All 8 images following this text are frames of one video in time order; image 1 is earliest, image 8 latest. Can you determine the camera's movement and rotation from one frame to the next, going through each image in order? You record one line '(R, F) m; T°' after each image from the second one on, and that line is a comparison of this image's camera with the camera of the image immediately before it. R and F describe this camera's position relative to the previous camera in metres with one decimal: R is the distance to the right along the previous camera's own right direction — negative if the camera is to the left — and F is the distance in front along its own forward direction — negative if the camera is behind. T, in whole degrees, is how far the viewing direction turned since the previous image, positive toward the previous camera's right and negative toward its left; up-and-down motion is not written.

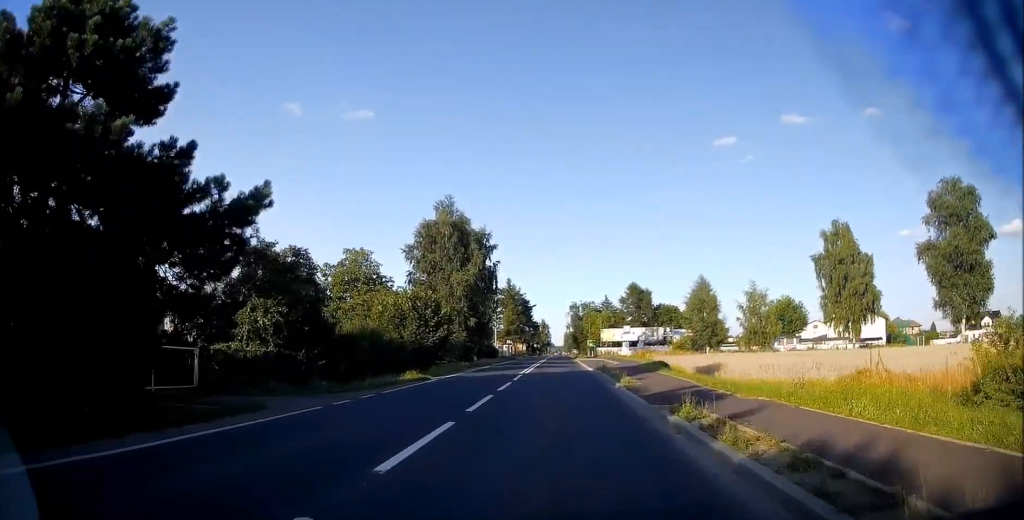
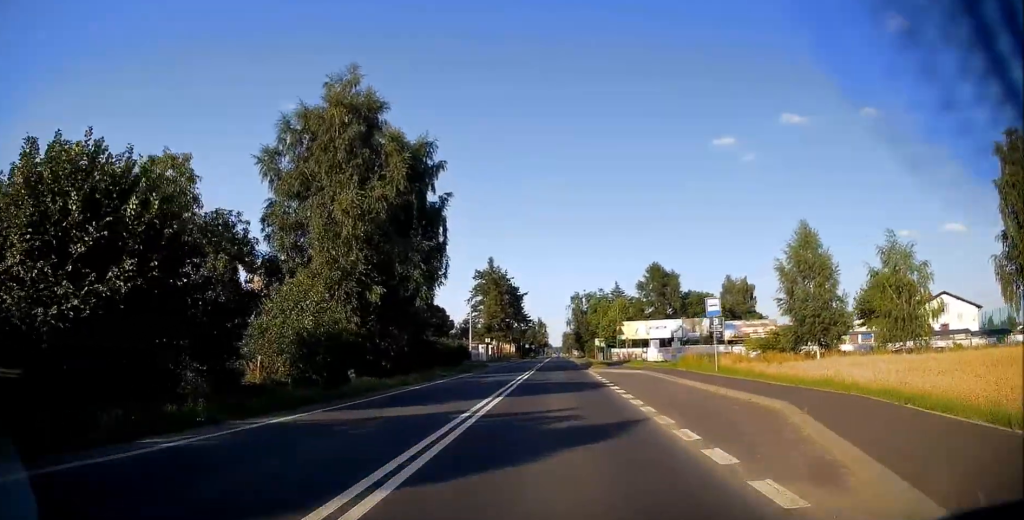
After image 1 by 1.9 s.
(-0.1, +31.1) m; -1°
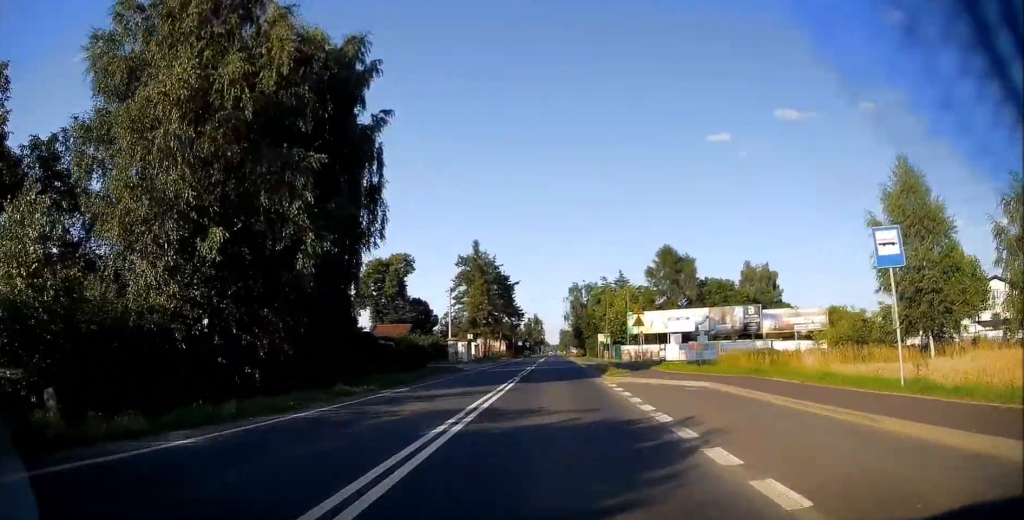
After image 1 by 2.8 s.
(+0.2, +14.0) m; +1°
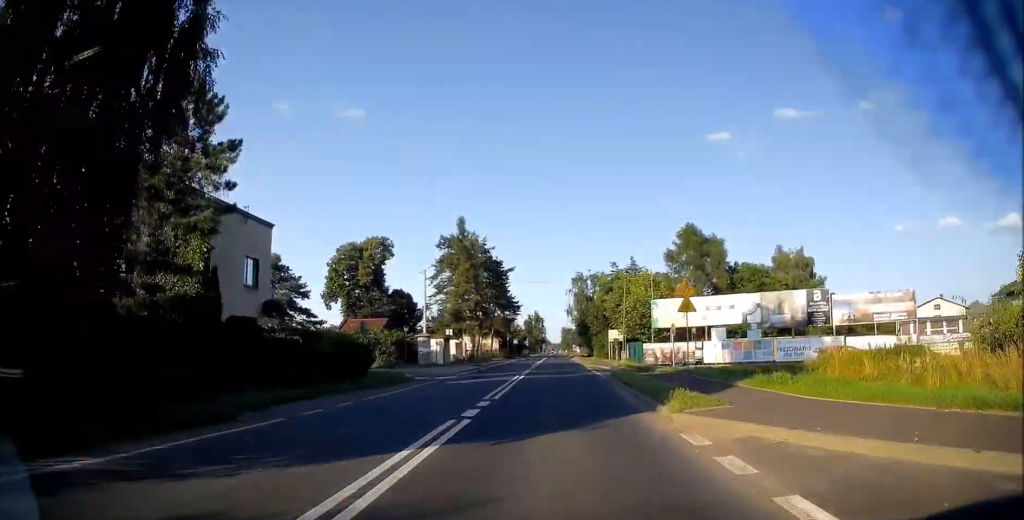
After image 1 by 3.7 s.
(+0.1, +14.5) m; 0°
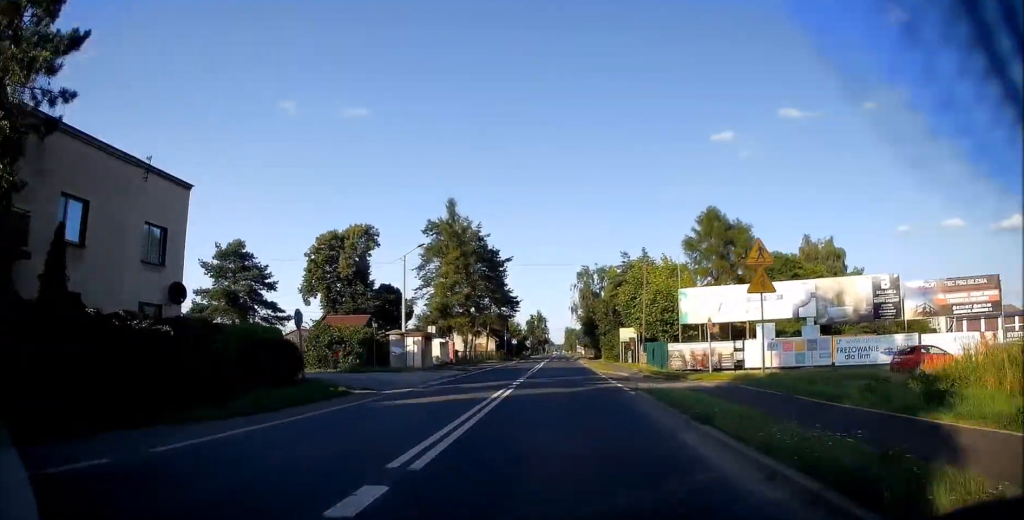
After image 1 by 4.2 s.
(0.0, +9.1) m; 0°
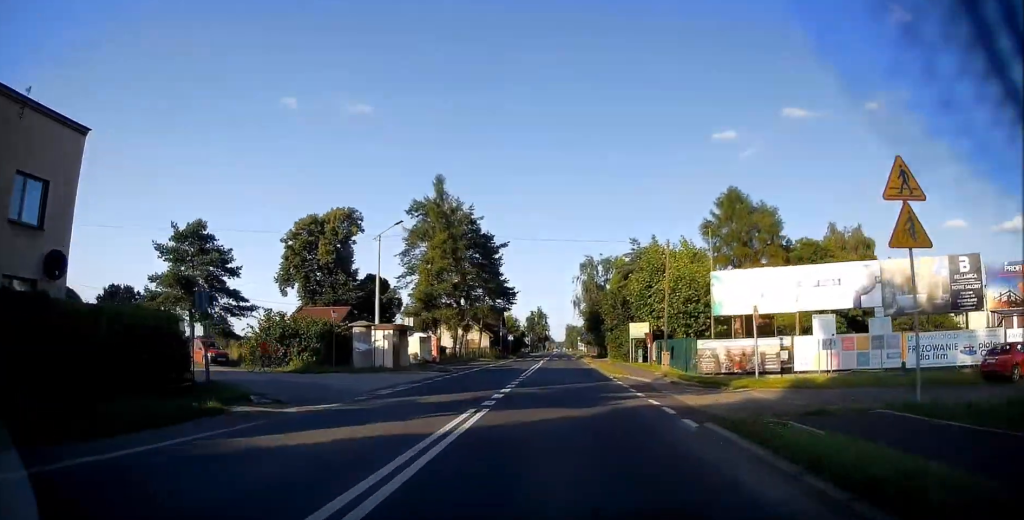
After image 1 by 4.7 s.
(0.0, +7.4) m; 0°
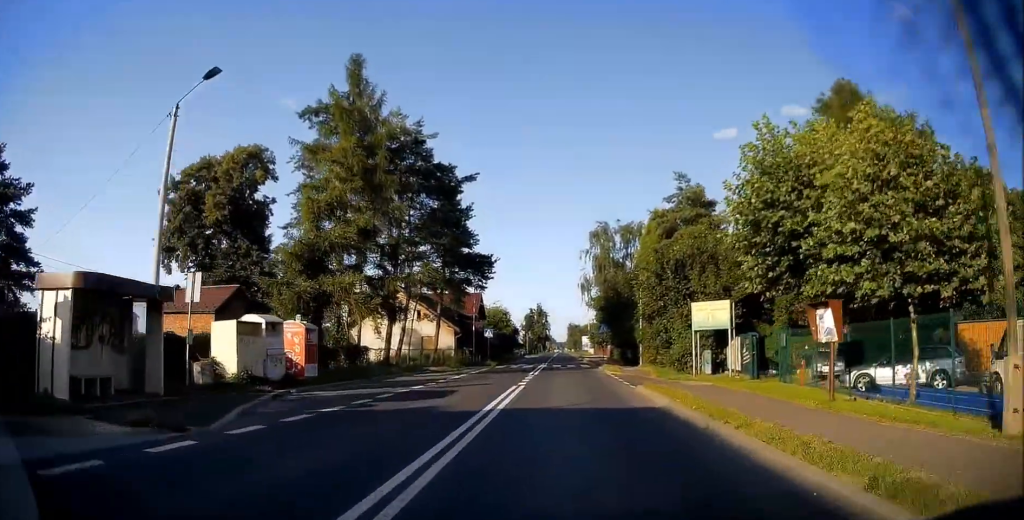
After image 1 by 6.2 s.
(-0.3, +24.3) m; -2°
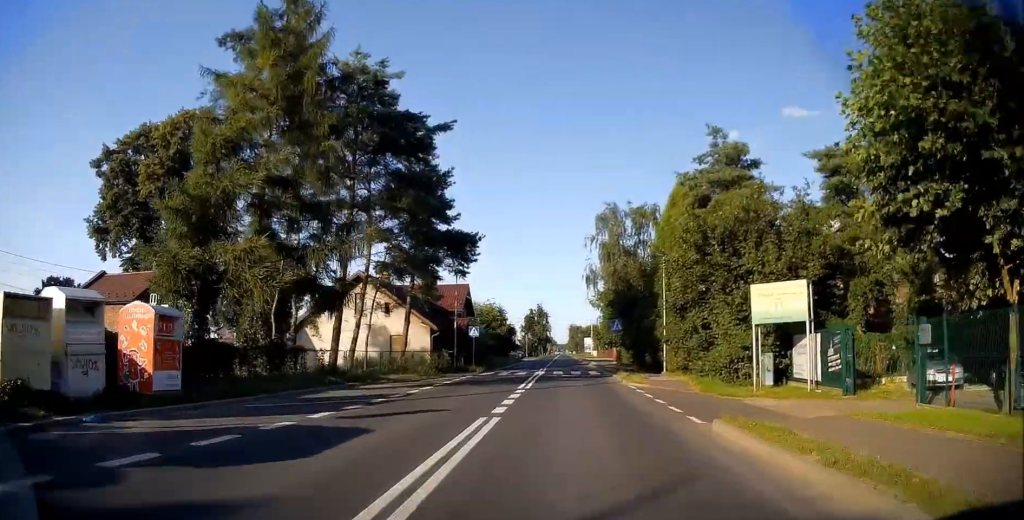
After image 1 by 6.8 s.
(-0.2, +9.0) m; 0°
